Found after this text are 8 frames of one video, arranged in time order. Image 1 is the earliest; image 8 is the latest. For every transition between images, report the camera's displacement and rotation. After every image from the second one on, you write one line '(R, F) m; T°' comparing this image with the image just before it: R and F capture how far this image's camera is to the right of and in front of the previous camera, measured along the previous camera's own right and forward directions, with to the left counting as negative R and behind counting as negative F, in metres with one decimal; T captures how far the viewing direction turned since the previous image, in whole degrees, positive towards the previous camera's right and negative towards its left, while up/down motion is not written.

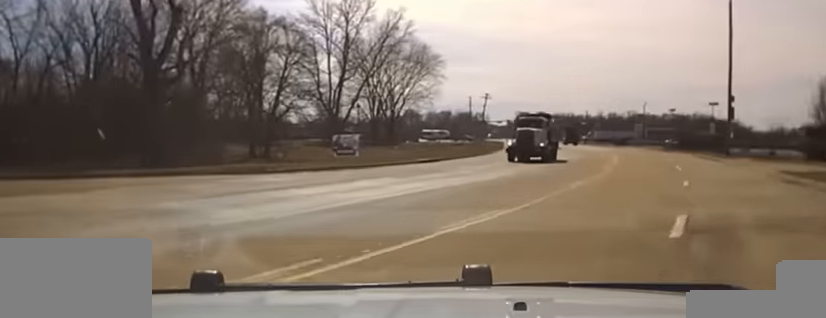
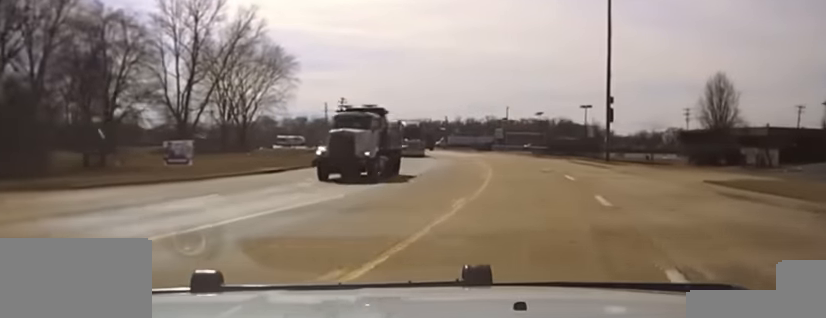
(+1.0, +6.0) m; +10°
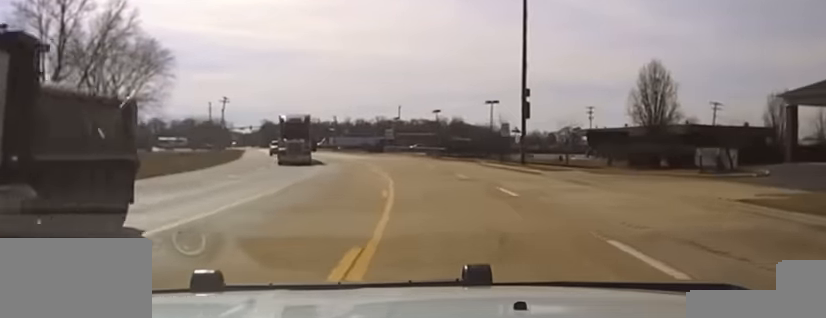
(+0.9, +8.2) m; +8°
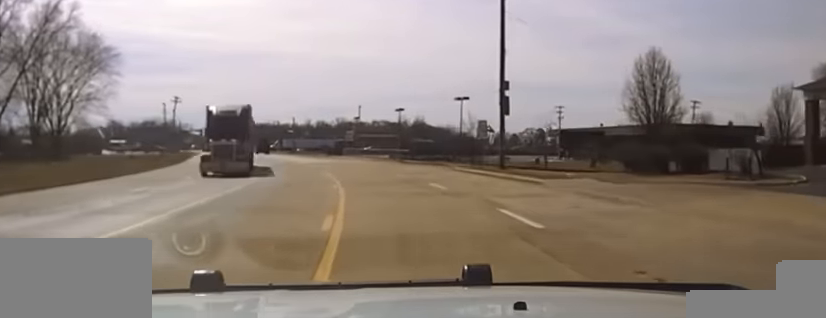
(+0.2, +5.7) m; +2°
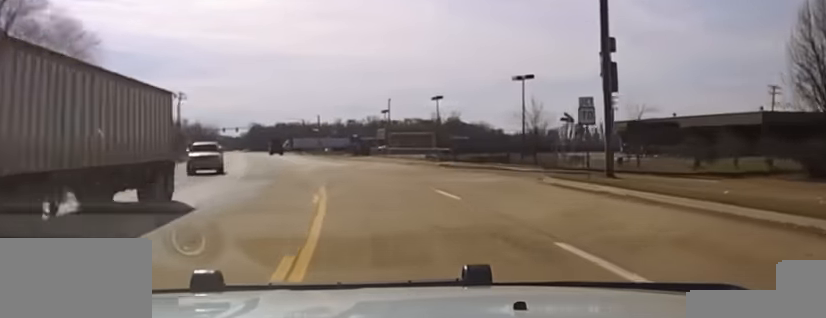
(0.0, +13.4) m; -1°
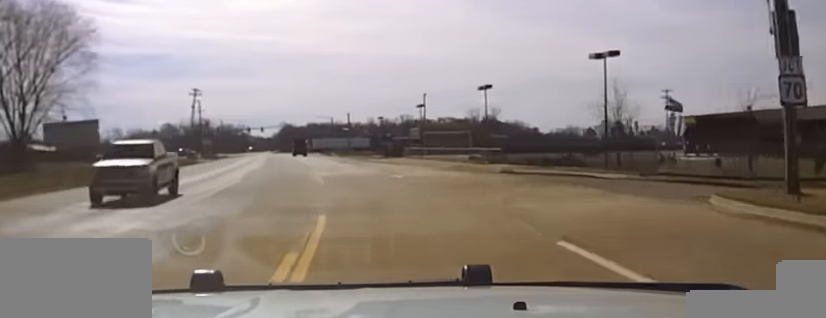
(0.0, +10.2) m; -2°
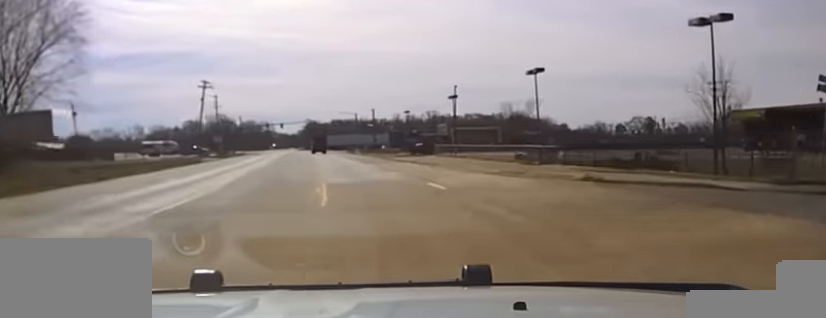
(-0.2, +9.8) m; -2°
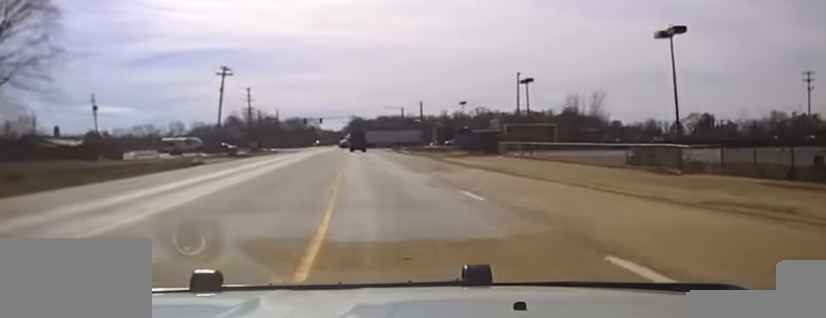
(-0.3, +15.5) m; -3°
